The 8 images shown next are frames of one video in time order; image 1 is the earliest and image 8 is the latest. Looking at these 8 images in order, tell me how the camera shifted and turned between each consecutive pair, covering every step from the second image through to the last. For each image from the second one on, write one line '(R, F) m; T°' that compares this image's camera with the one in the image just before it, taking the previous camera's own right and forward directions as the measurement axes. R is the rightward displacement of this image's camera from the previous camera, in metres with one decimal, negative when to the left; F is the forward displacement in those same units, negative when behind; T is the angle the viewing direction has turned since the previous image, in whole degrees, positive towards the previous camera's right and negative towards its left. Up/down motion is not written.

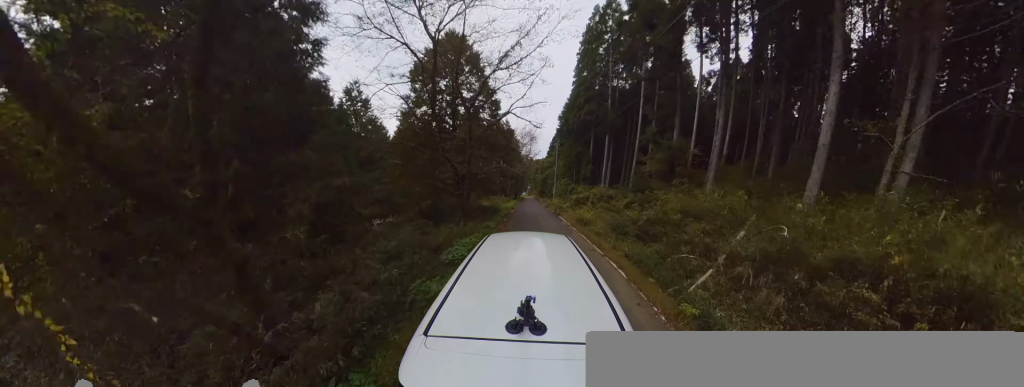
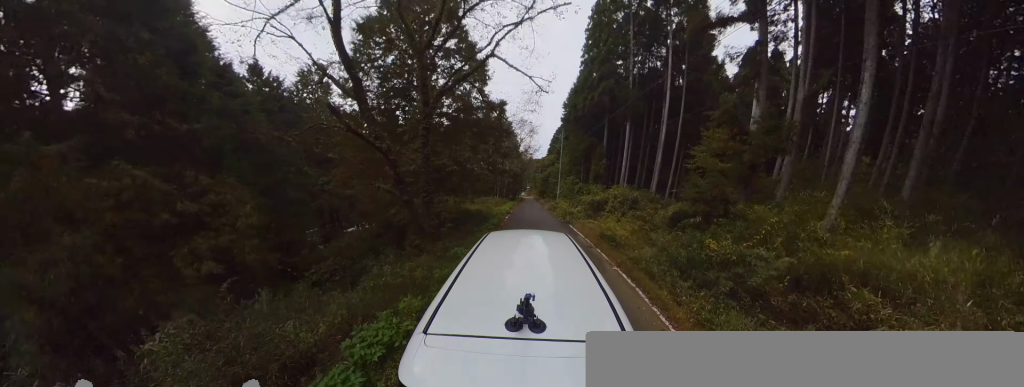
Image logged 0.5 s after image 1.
(-0.6, +5.3) m; 0°
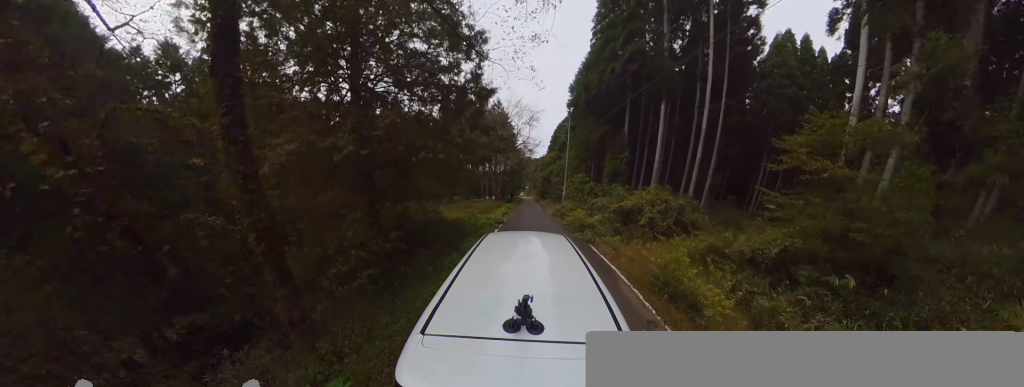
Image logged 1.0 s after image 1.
(+0.9, +5.0) m; 0°
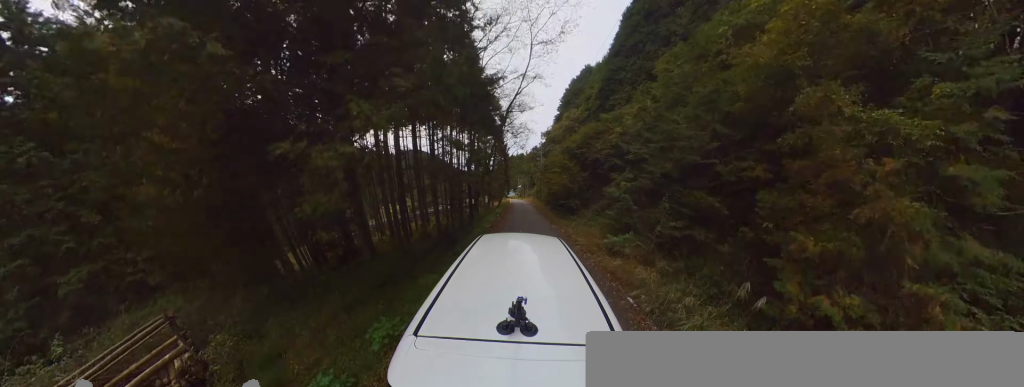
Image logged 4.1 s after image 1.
(-0.6, +30.4) m; 0°
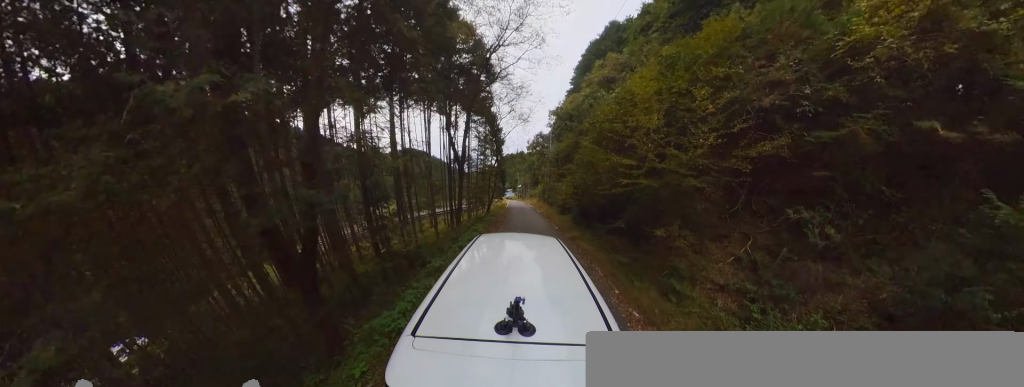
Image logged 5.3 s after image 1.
(+1.0, +11.7) m; +7°
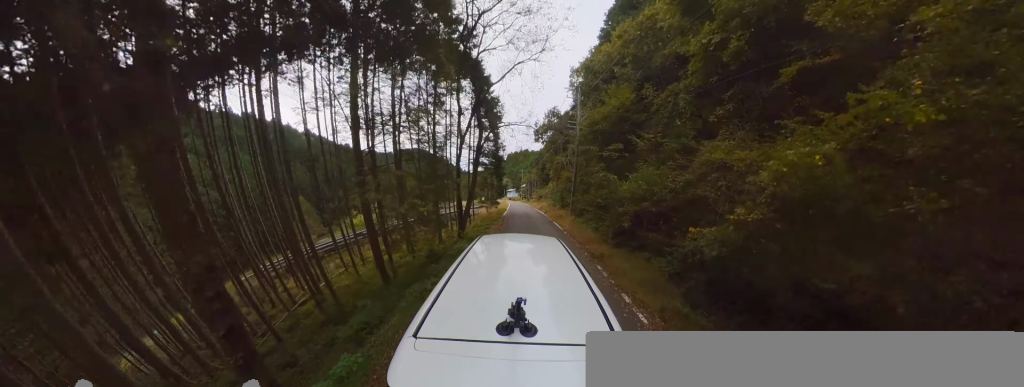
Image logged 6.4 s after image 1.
(-0.3, +11.2) m; -6°
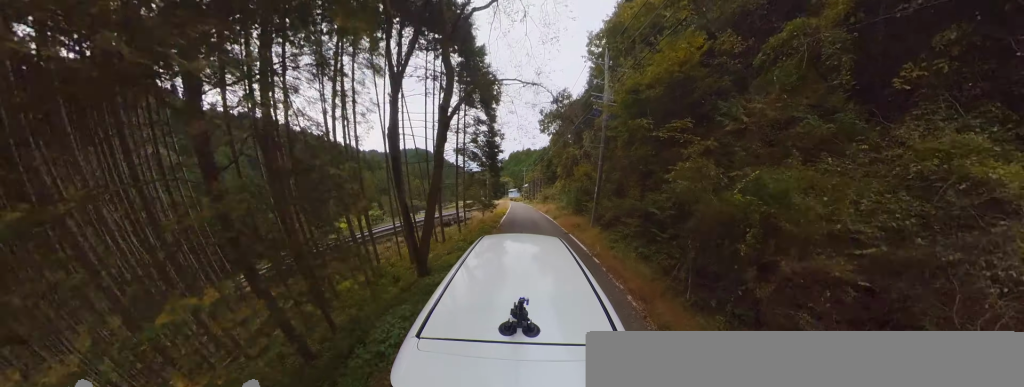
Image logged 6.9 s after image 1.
(-0.3, +4.8) m; -4°
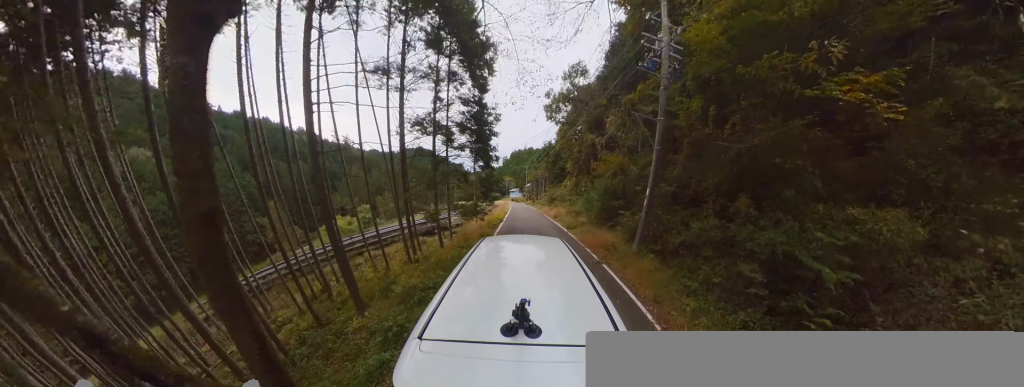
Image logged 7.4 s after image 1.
(-0.1, +5.1) m; -4°
